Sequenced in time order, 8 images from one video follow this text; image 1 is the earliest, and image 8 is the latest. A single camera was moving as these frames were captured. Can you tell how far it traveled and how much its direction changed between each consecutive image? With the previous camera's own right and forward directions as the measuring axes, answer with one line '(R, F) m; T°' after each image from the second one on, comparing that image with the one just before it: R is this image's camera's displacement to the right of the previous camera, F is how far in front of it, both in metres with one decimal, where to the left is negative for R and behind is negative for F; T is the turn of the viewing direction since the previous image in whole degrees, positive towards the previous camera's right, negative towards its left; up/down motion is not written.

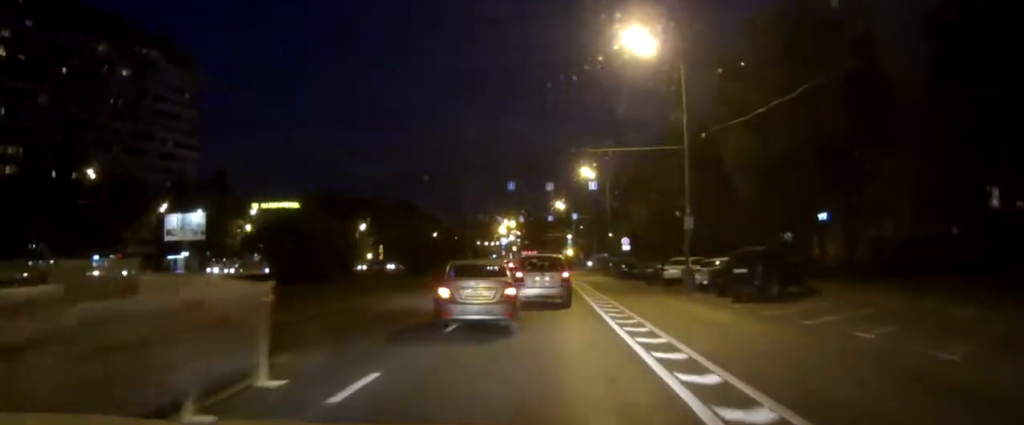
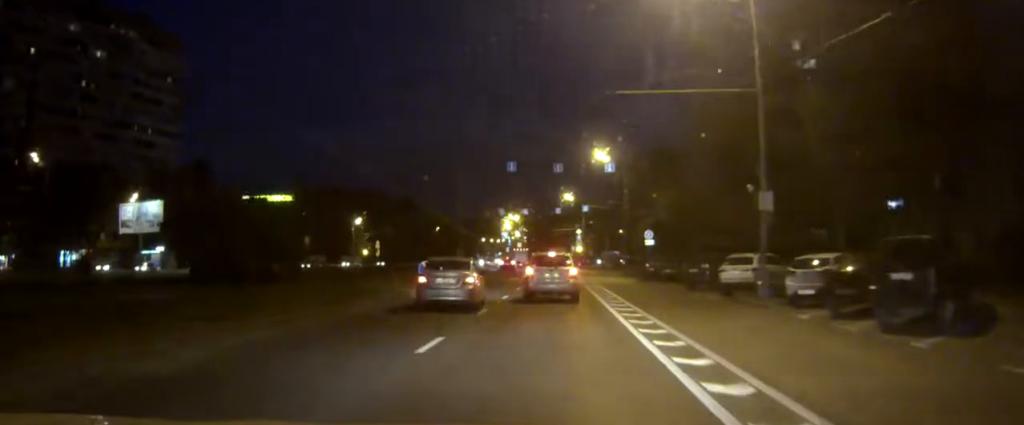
(-0.1, +12.0) m; 0°
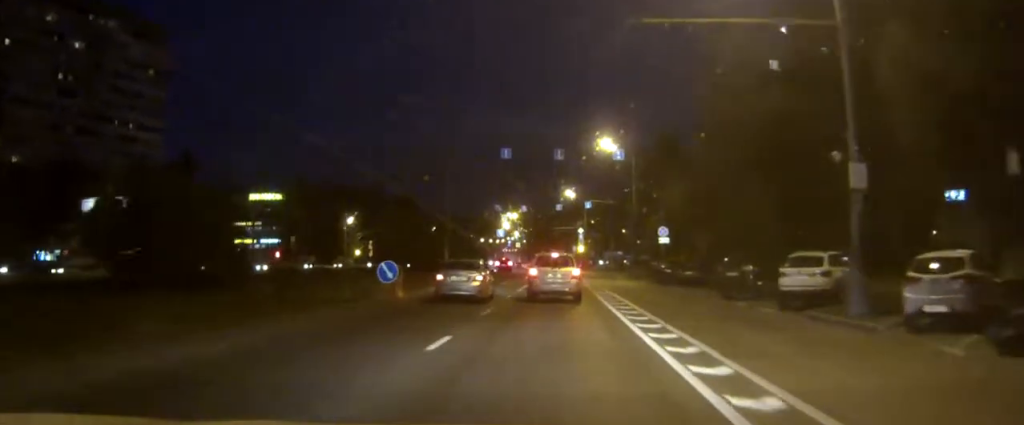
(0.0, +7.5) m; 0°
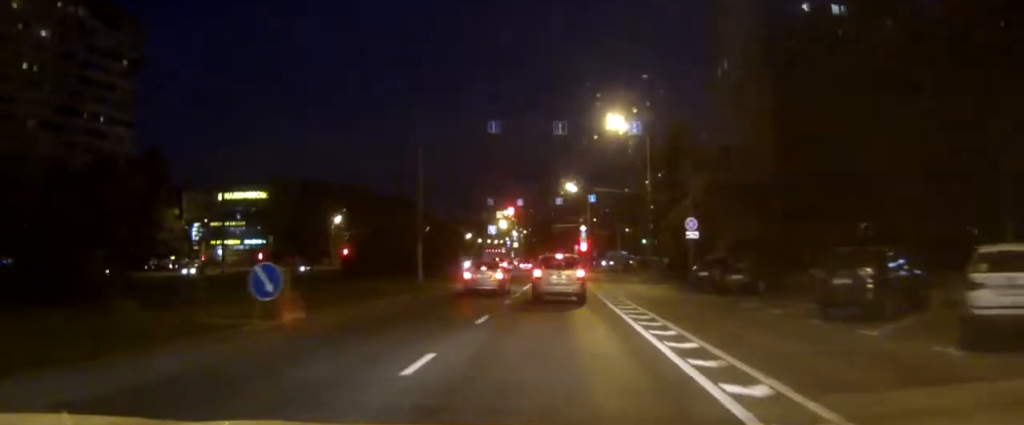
(0.0, +10.3) m; -1°
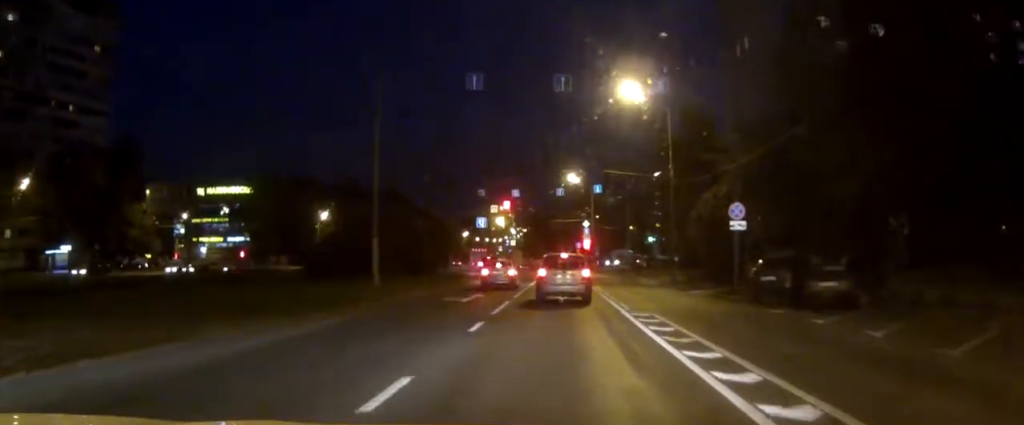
(-0.2, +10.2) m; -1°
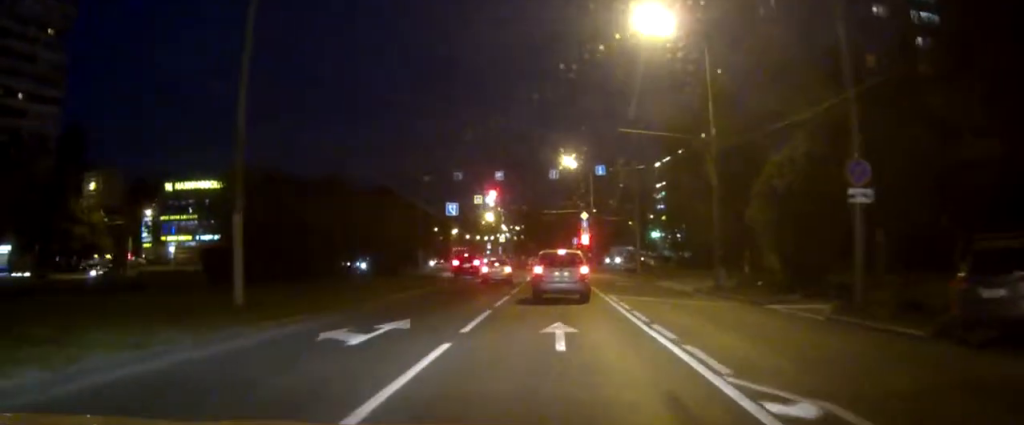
(+0.1, +13.4) m; +1°
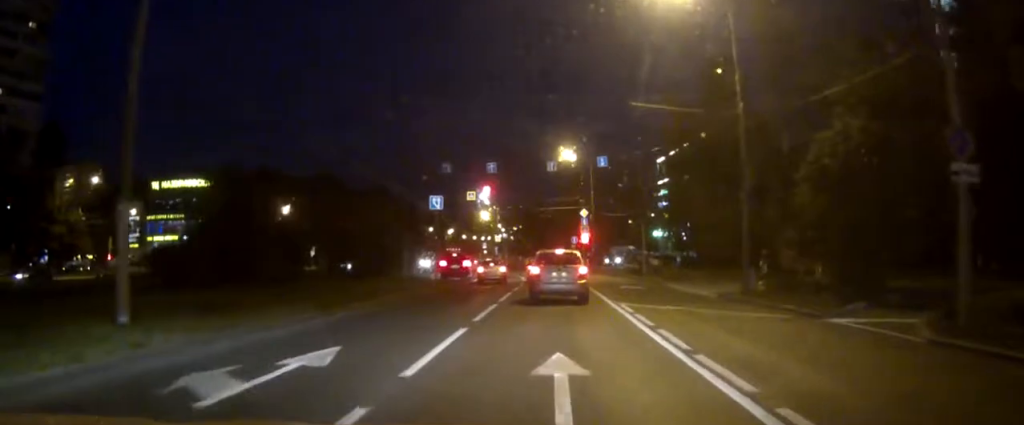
(0.0, +5.3) m; 0°
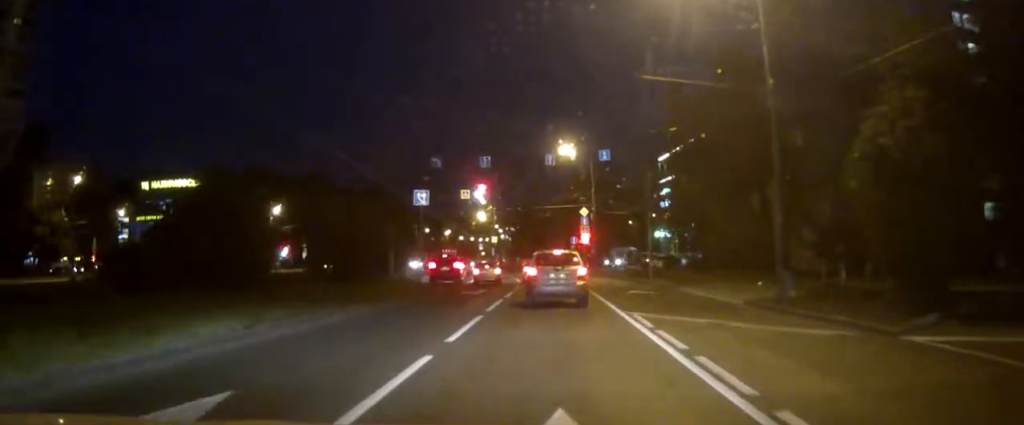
(0.0, +4.1) m; 0°
